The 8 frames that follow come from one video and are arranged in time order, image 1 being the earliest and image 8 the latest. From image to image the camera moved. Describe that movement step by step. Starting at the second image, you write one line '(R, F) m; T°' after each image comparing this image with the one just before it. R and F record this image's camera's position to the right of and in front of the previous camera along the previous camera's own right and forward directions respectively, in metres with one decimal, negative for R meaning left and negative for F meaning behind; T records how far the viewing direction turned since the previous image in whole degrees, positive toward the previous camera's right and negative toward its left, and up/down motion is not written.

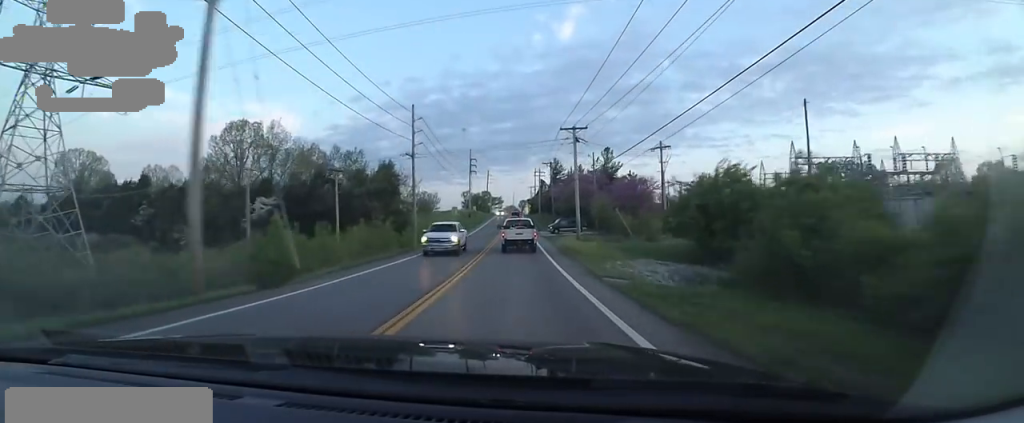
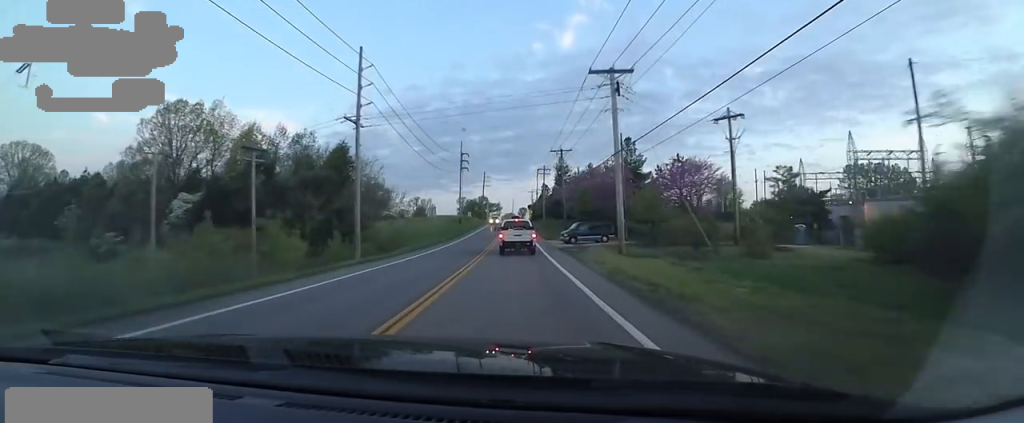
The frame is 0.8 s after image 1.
(+1.6, +16.4) m; 0°
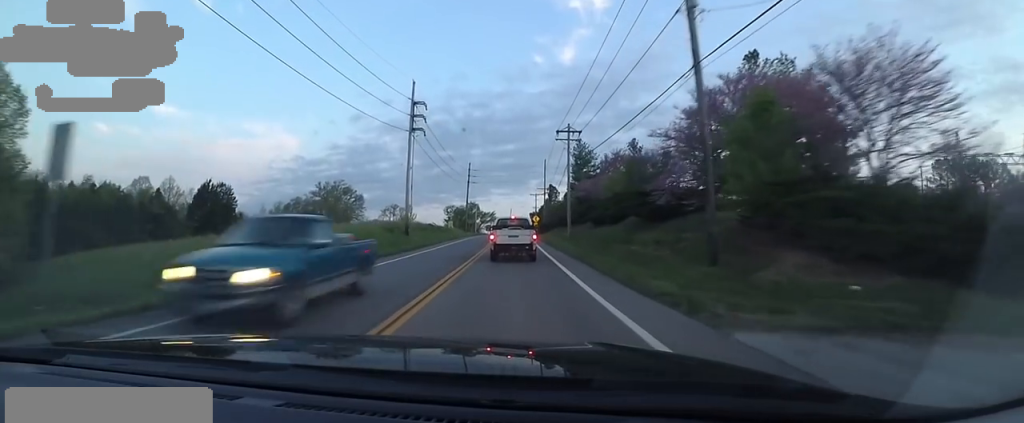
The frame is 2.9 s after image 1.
(+0.1, +39.0) m; -1°
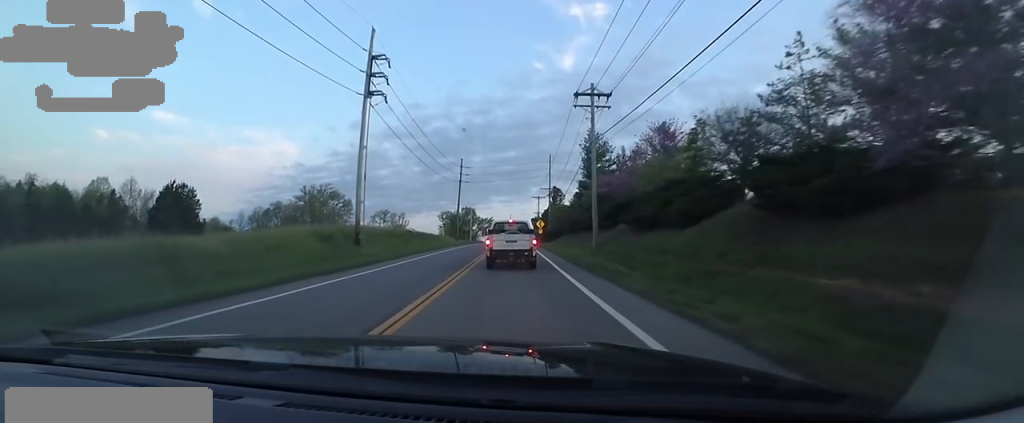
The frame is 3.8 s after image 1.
(-1.7, +13.6) m; -1°
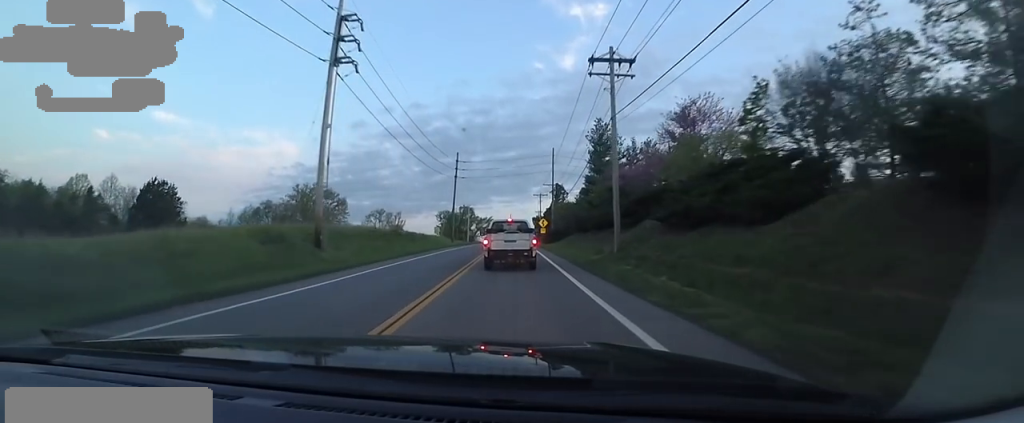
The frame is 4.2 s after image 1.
(+0.1, +6.2) m; +1°
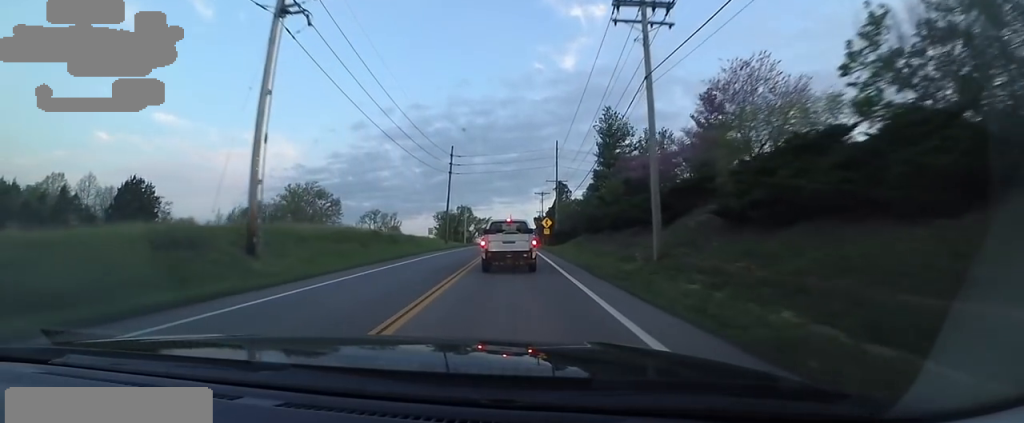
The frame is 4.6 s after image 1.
(+0.6, +6.4) m; +3°
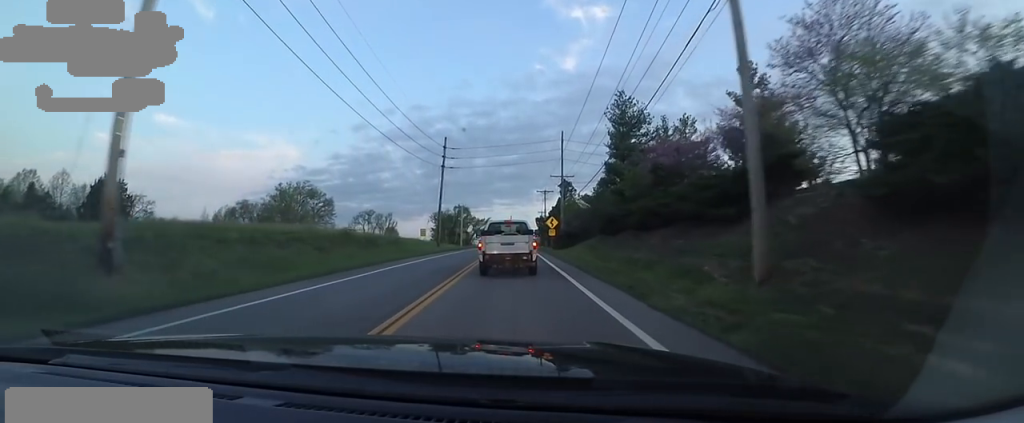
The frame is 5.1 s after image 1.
(+0.3, +7.2) m; +2°
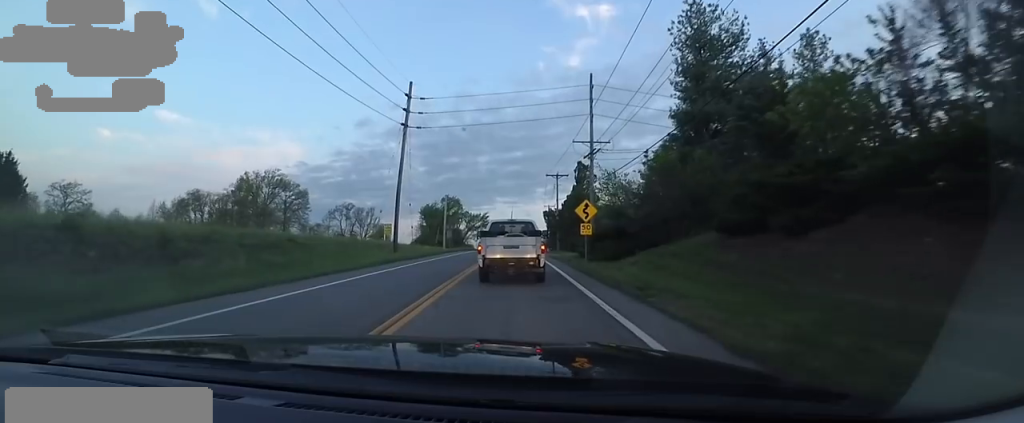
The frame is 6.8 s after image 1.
(-1.3, +21.9) m; -7°
